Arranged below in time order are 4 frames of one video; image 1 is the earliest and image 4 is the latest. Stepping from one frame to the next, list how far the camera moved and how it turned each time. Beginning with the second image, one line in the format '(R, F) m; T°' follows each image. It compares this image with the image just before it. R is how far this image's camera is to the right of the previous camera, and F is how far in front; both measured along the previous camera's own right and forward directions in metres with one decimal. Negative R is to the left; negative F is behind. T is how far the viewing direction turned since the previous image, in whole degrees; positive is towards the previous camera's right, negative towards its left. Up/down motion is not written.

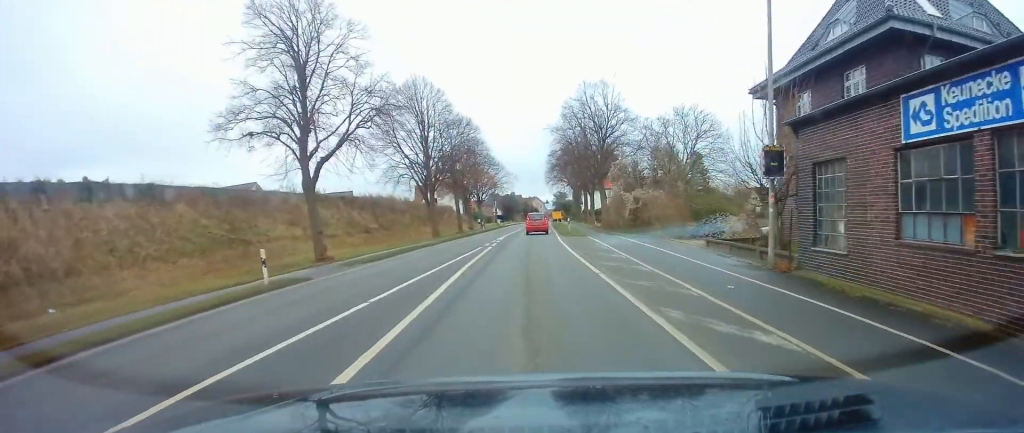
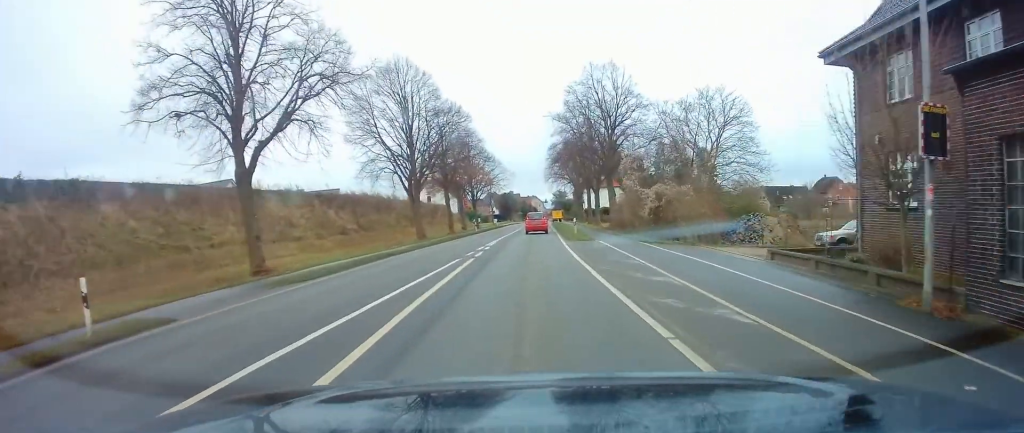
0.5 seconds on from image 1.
(0.0, +6.9) m; 0°
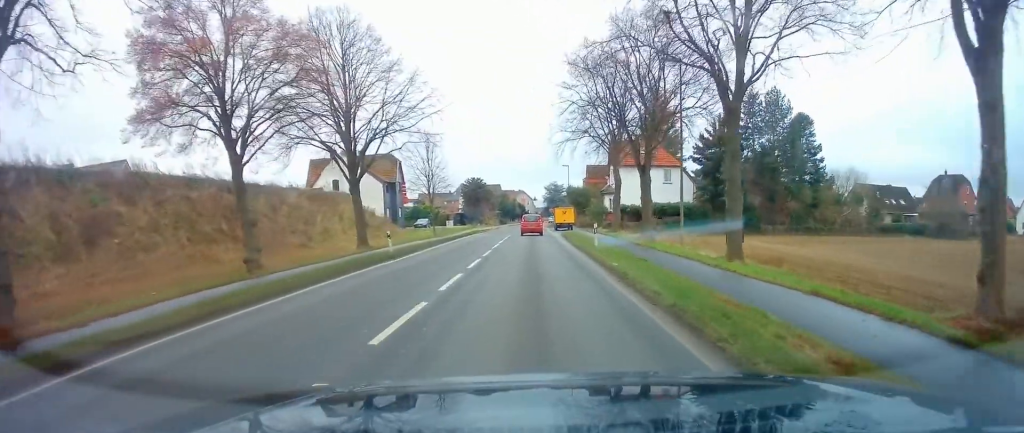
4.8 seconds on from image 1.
(+0.3, +58.7) m; +1°
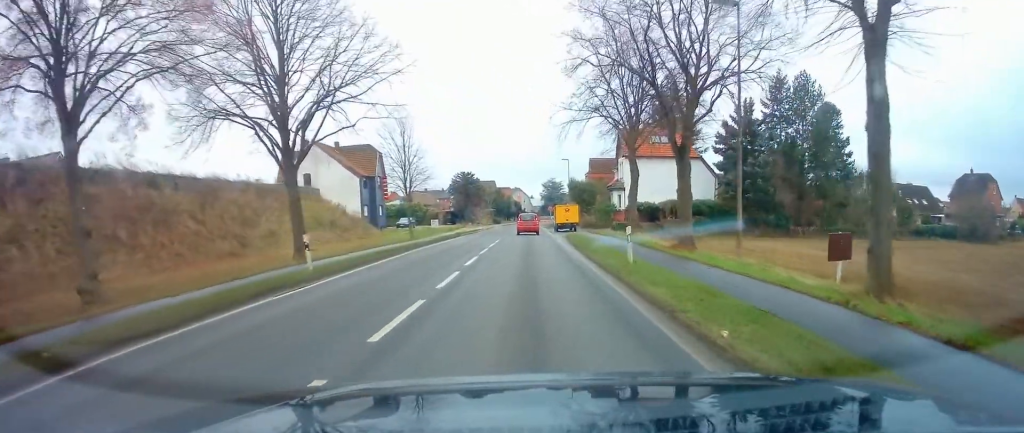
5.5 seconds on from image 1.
(0.0, +8.9) m; +1°
